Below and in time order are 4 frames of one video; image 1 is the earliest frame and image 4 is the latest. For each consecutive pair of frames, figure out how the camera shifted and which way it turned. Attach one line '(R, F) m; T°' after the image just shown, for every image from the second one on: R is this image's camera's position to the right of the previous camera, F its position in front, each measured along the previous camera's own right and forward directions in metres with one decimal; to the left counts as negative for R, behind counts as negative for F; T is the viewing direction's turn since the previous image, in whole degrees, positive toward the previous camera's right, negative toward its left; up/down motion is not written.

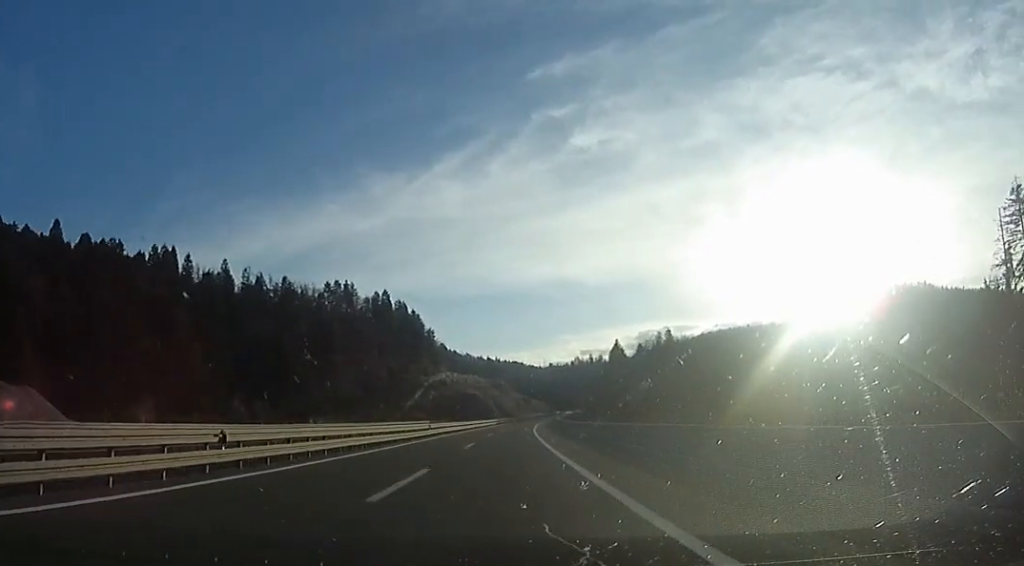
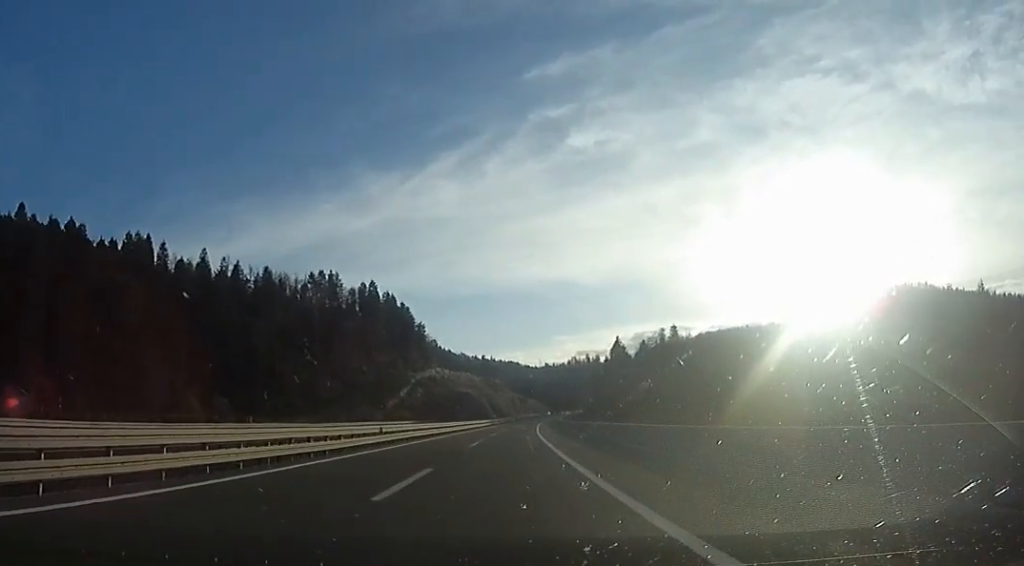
(+0.7, +17.8) m; +1°
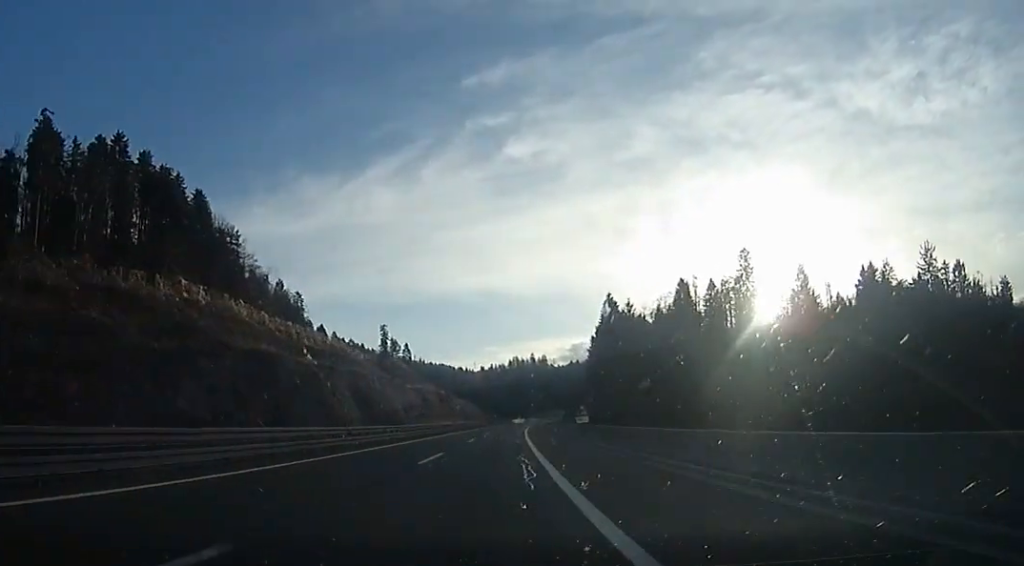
(+5.4, +145.4) m; +4°
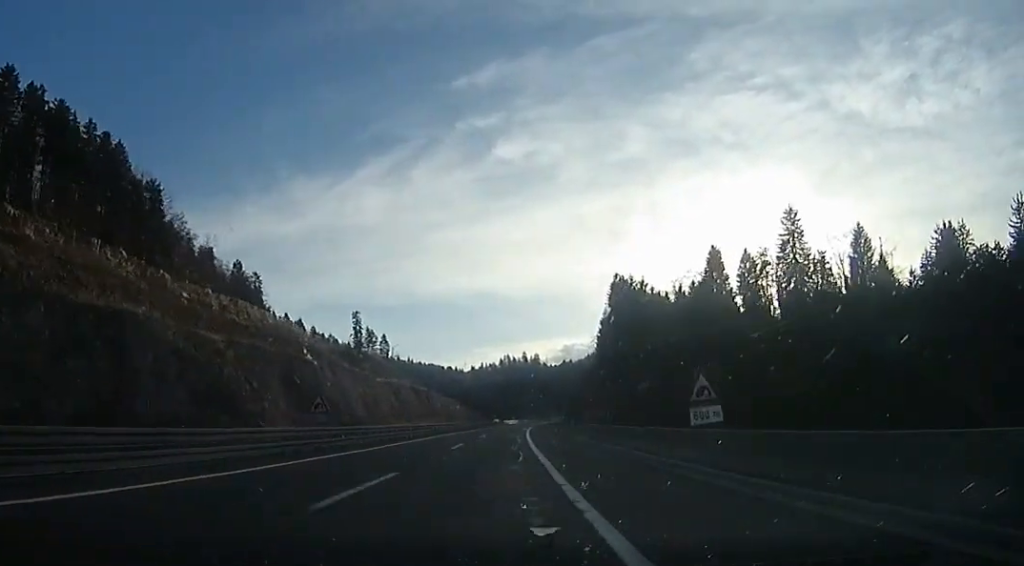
(+0.4, +29.6) m; +3°
